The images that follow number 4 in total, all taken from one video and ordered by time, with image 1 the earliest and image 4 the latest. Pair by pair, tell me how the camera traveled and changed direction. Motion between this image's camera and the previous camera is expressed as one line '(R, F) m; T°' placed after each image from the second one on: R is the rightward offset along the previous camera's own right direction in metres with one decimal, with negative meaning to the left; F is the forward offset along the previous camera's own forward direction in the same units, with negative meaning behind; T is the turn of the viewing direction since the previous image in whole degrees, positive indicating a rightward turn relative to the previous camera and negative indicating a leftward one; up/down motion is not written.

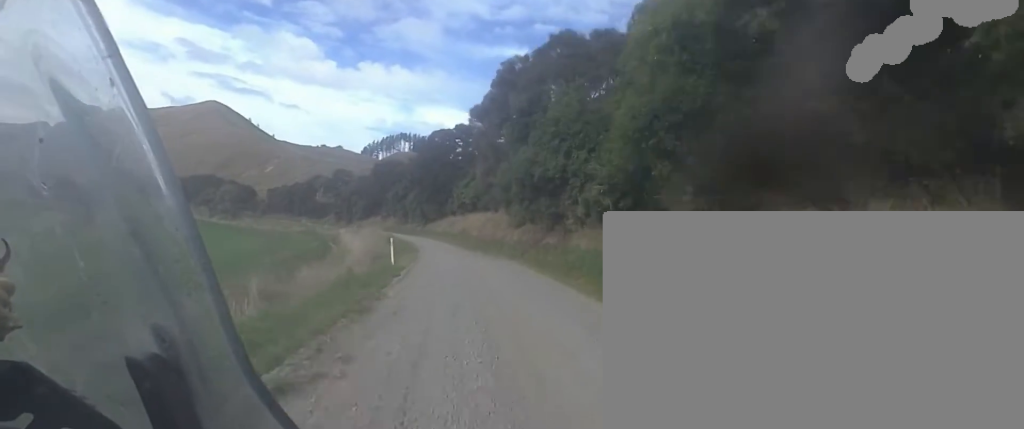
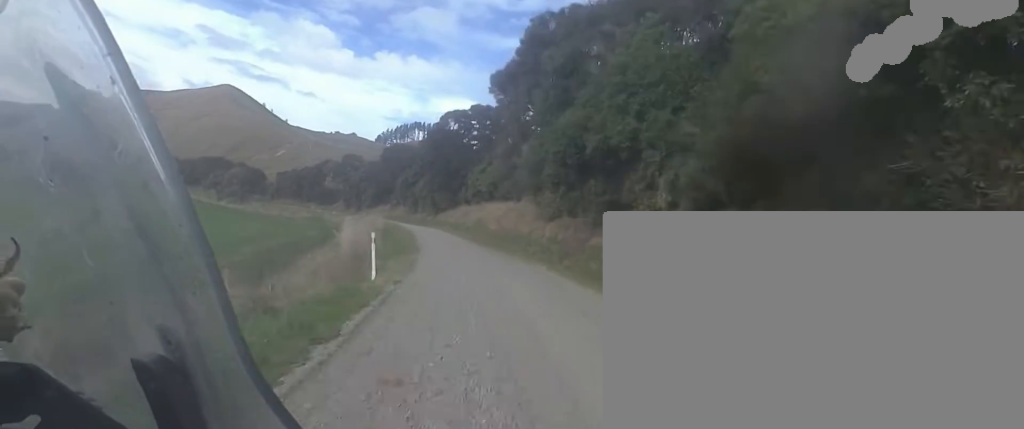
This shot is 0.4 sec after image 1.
(+0.4, +7.0) m; -3°
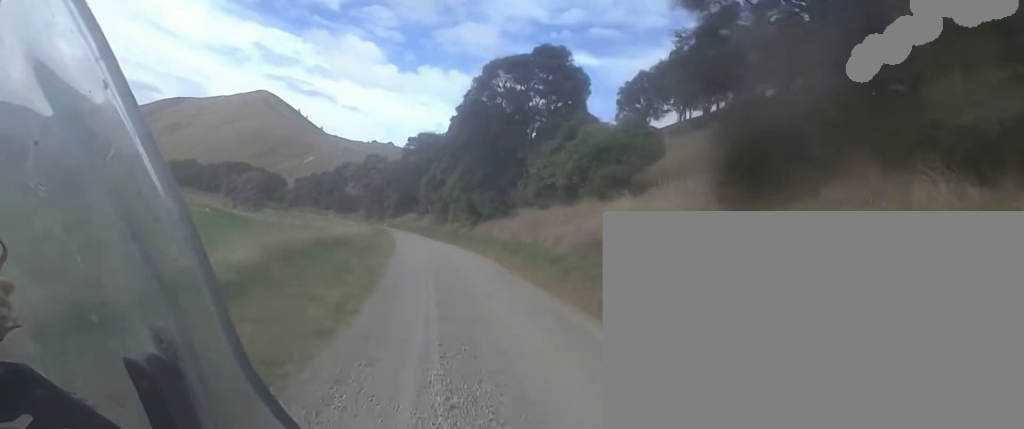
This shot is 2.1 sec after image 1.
(-1.6, +25.1) m; -3°
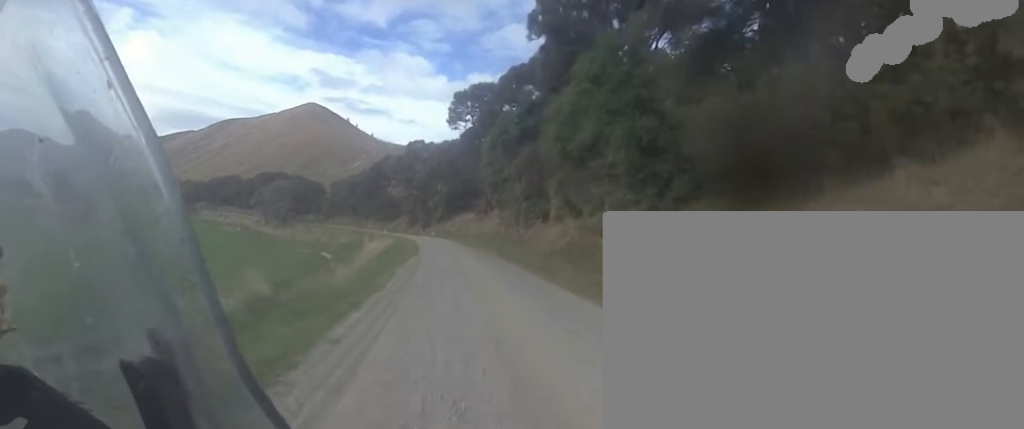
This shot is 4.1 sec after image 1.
(-2.6, +30.6) m; -10°
